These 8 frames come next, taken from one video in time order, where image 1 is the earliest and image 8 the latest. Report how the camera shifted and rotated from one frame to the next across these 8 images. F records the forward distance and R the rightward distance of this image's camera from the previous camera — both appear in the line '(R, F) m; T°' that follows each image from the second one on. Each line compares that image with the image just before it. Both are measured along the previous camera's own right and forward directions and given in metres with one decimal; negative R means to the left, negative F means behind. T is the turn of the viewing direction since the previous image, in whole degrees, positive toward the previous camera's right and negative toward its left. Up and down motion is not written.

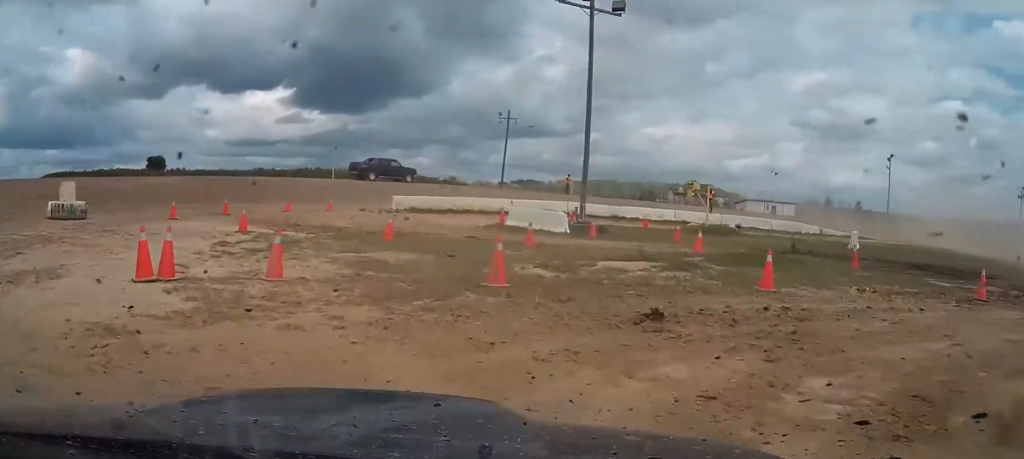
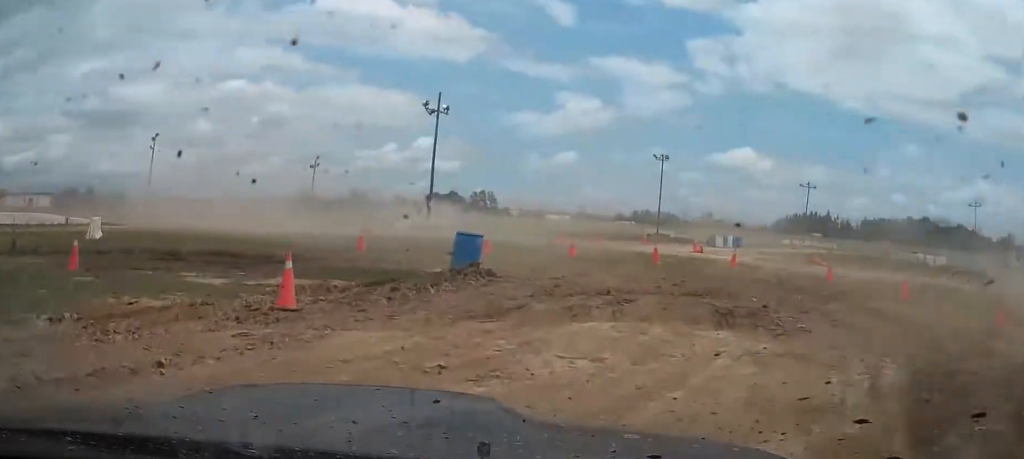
(+4.0, +6.0) m; +56°
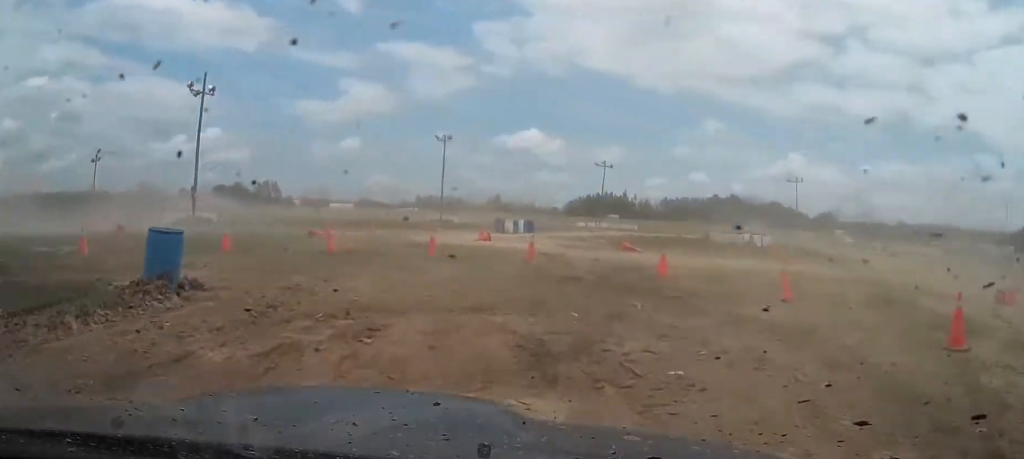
(+1.0, +4.0) m; +21°
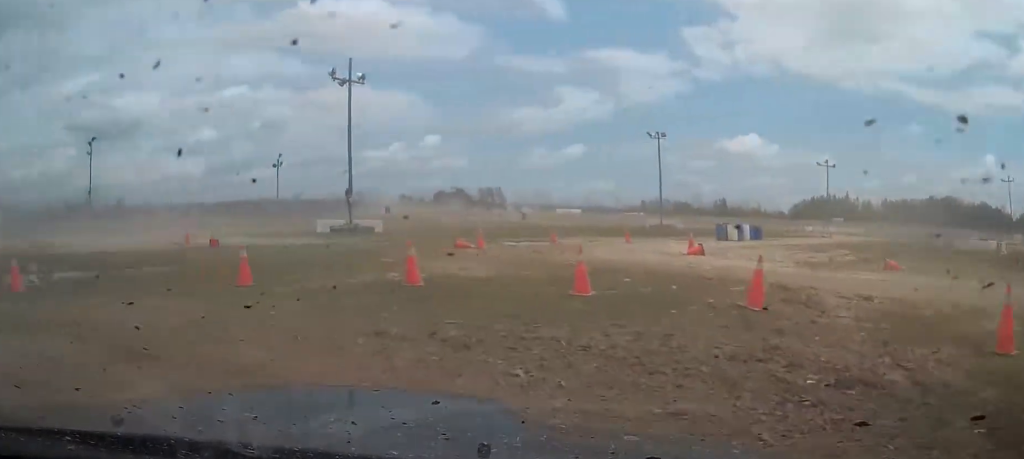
(-1.1, +8.2) m; -35°
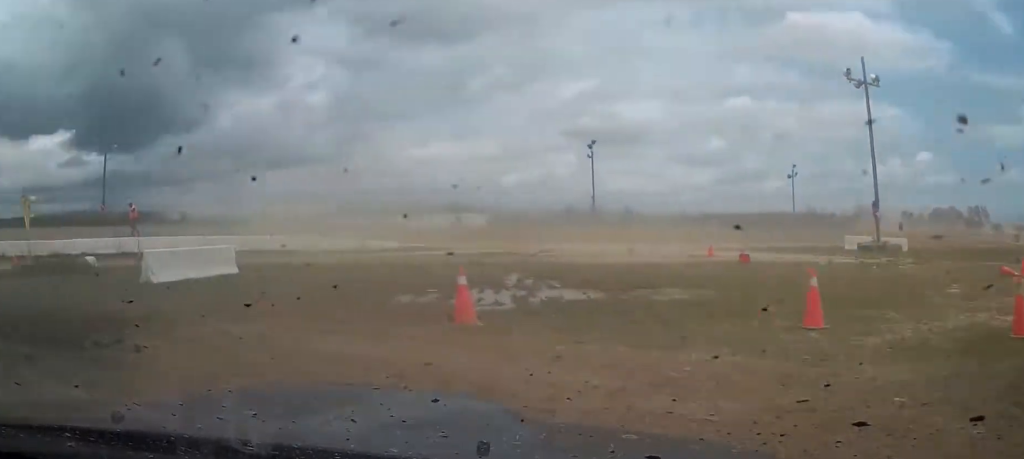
(-0.9, +3.6) m; -30°
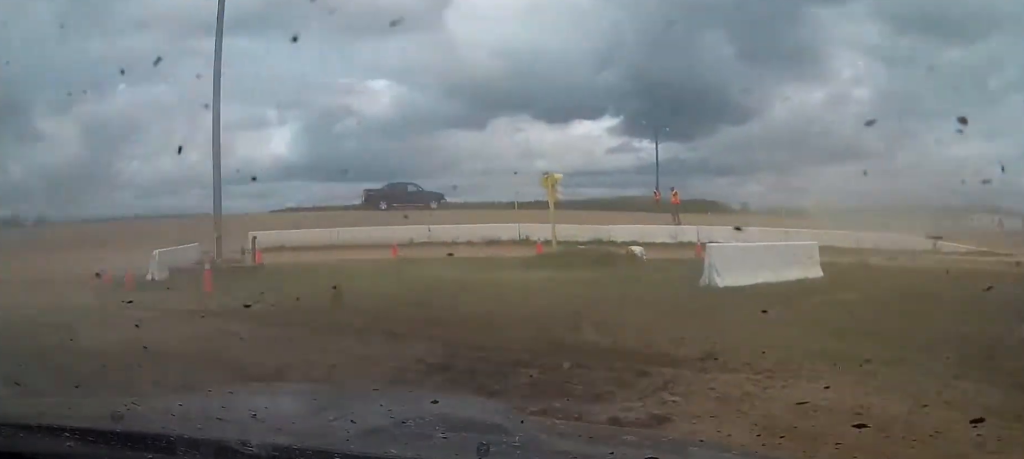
(+0.2, +3.5) m; -33°
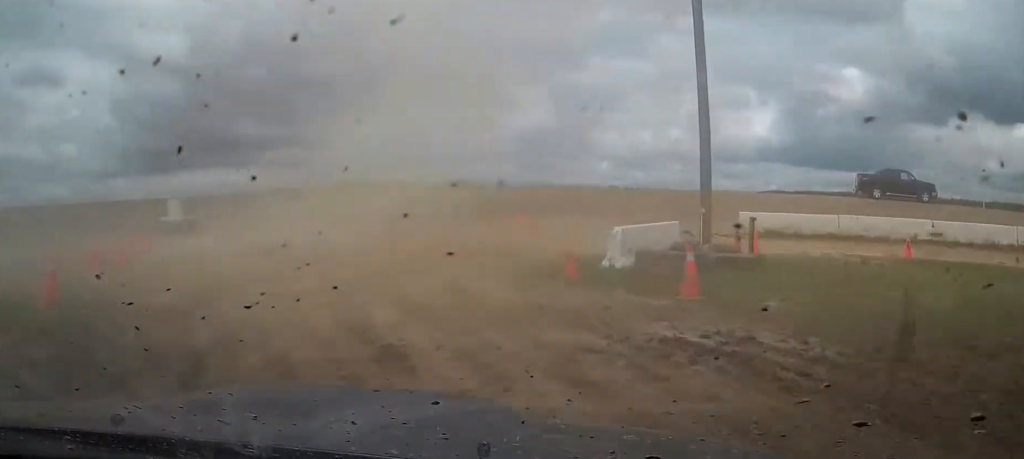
(-2.3, +4.4) m; -30°
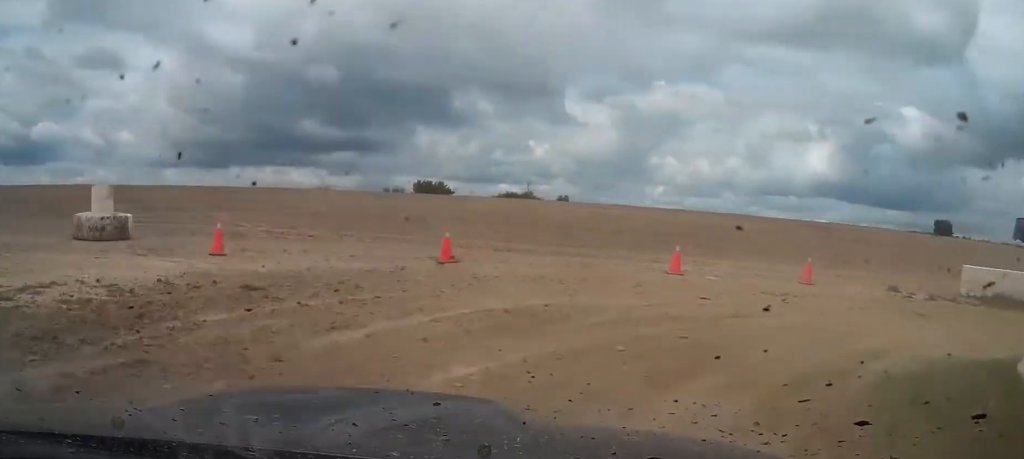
(-2.2, +8.5) m; -4°
